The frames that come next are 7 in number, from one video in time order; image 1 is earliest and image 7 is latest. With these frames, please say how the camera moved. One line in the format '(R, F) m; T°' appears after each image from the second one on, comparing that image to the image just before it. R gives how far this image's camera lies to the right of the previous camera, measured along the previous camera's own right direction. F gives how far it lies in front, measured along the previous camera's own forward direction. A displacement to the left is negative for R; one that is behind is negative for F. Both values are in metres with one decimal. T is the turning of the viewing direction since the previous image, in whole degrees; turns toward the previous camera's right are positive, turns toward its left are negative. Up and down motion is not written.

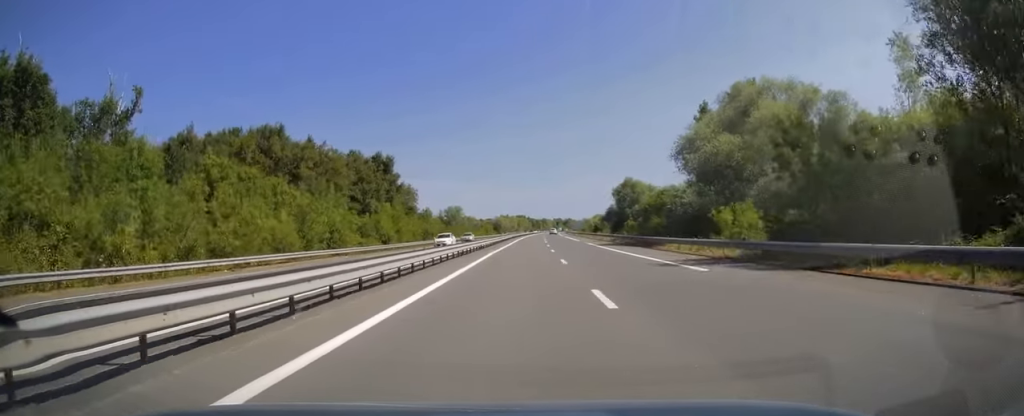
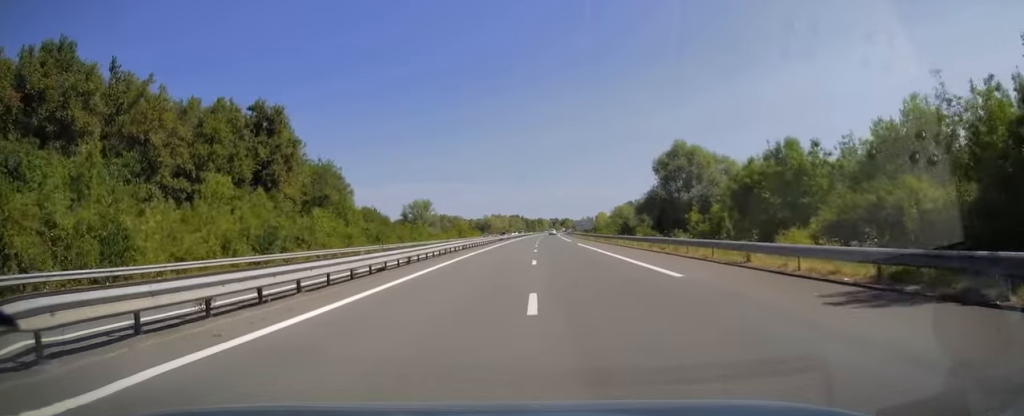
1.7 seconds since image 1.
(+0.9, +55.5) m; +1°
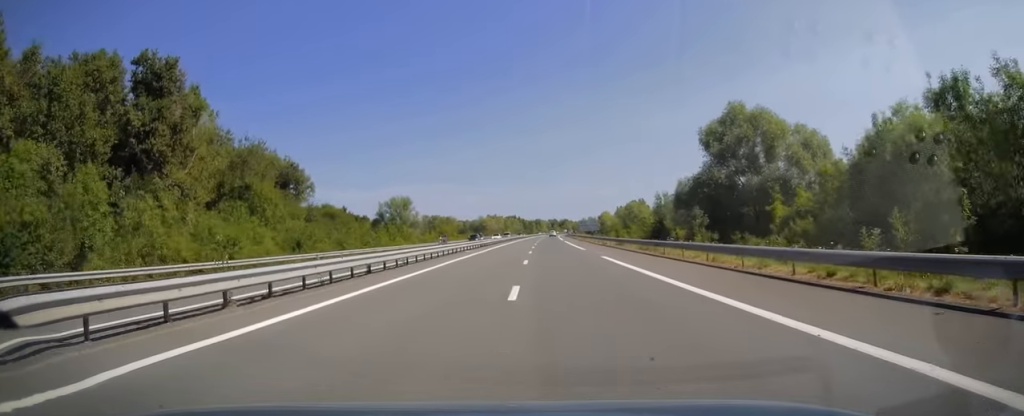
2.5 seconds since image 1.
(+0.1, +25.1) m; 0°
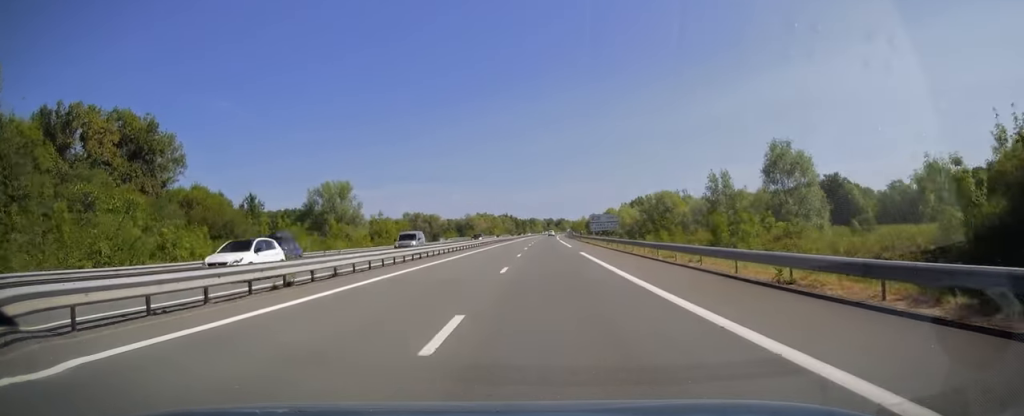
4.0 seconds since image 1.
(0.0, +45.7) m; 0°
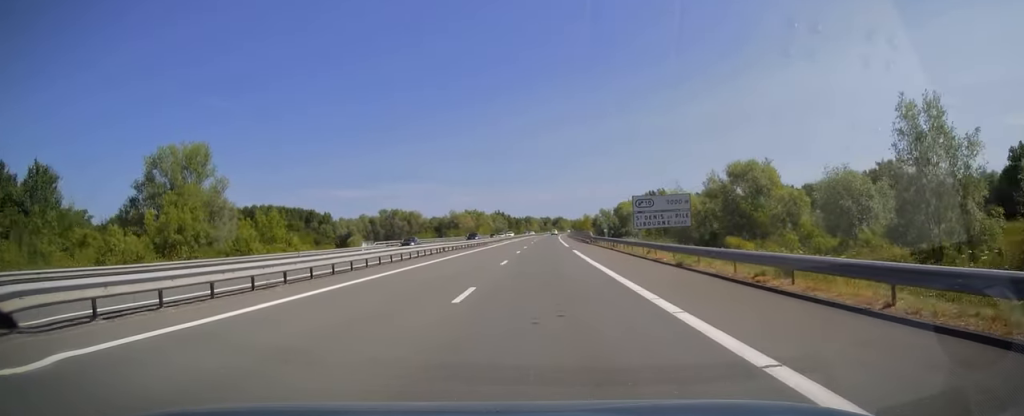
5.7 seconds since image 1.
(+0.1, +49.1) m; 0°
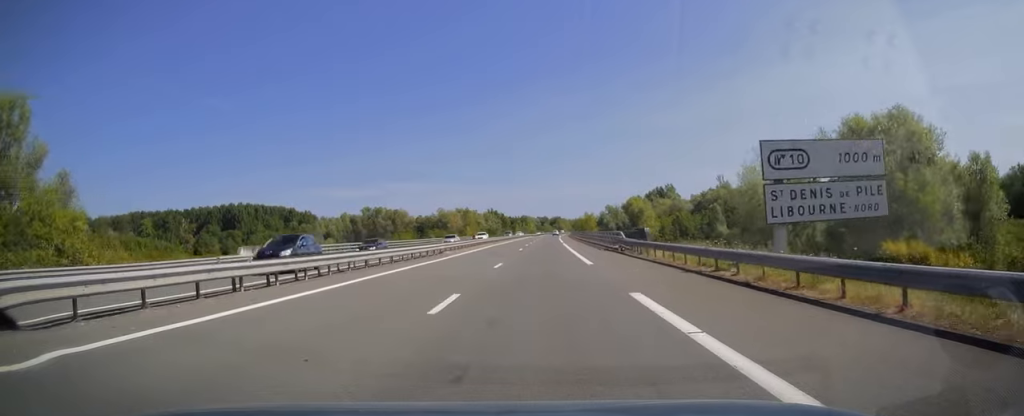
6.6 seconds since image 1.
(+0.1, +28.3) m; 0°
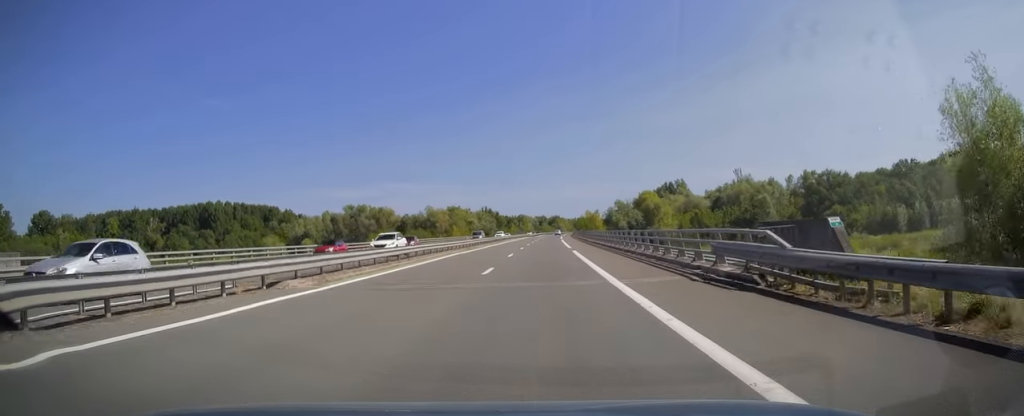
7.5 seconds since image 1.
(+0.1, +25.3) m; 0°
